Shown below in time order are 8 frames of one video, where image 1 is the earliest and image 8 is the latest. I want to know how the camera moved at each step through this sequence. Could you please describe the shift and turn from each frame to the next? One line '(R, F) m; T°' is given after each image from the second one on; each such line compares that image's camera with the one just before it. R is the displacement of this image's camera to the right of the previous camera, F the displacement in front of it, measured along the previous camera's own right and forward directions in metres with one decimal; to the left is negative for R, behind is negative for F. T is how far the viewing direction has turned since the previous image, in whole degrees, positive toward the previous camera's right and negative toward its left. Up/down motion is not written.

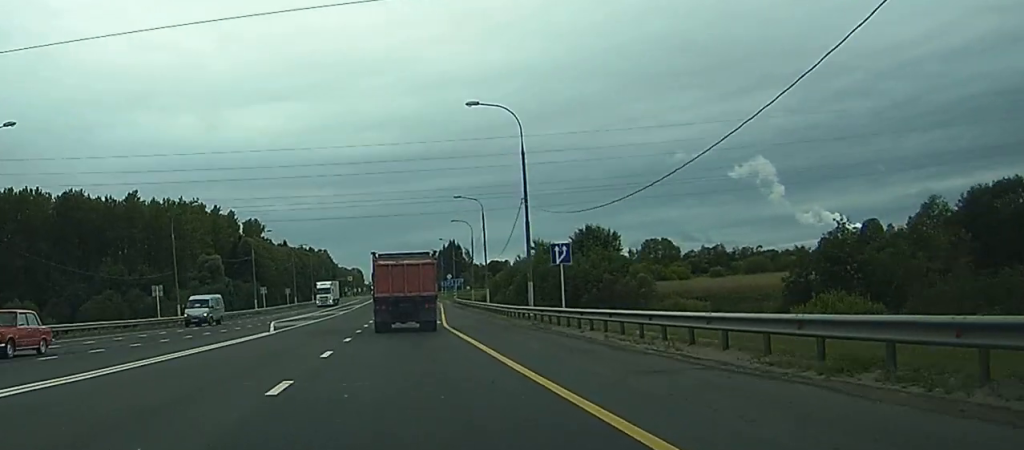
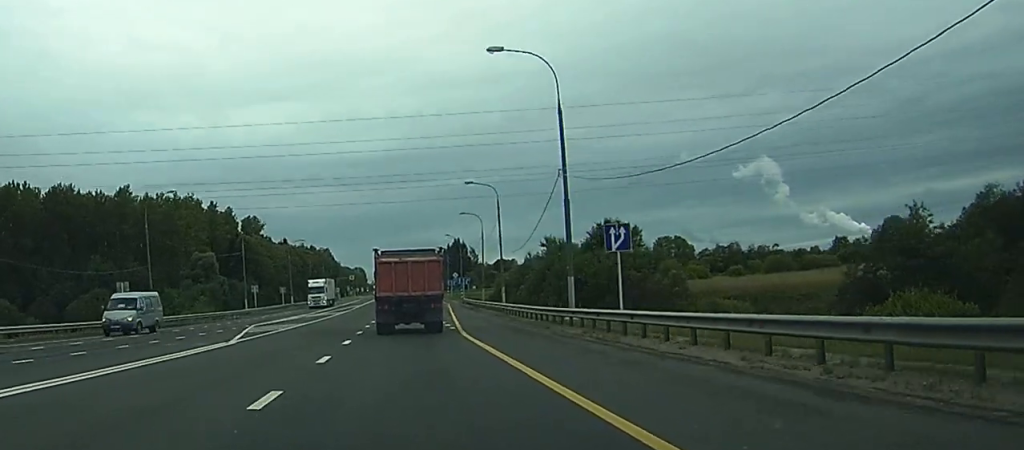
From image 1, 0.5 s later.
(0.0, +9.9) m; 0°
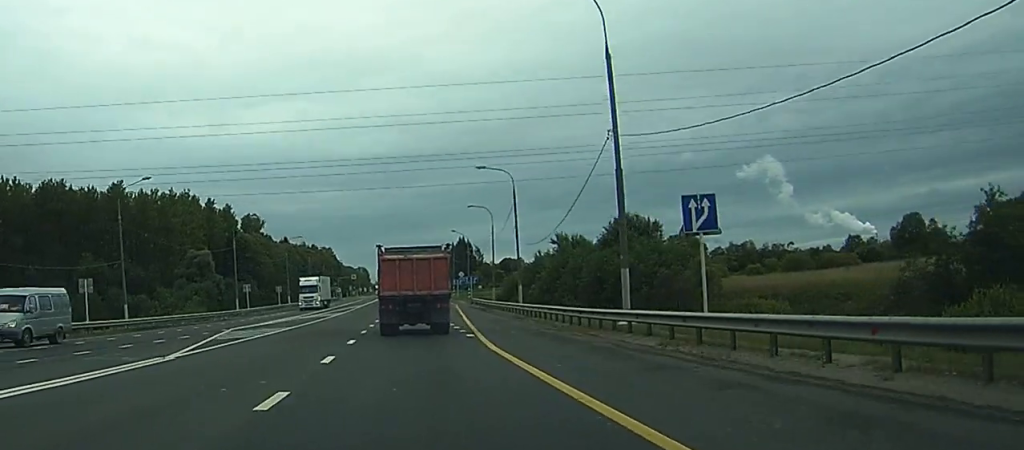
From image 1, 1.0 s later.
(0.0, +8.1) m; 0°
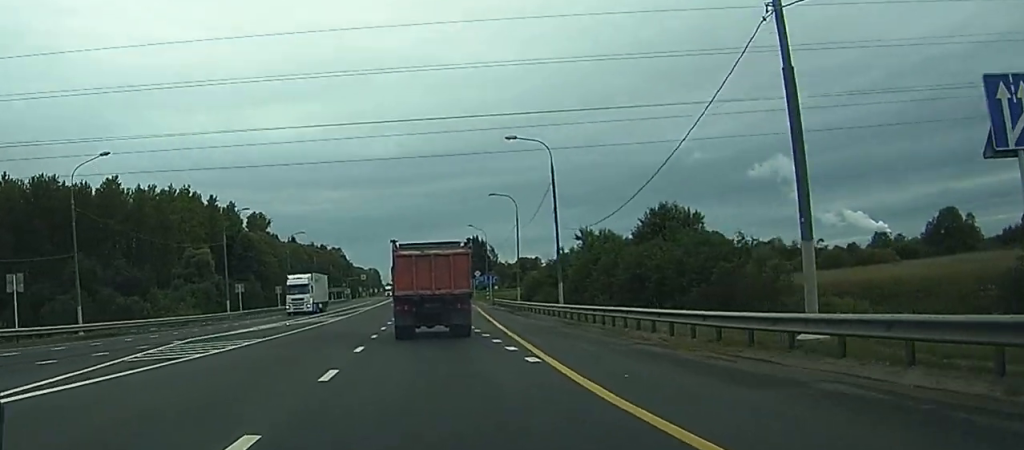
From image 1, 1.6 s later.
(0.0, +11.9) m; -1°
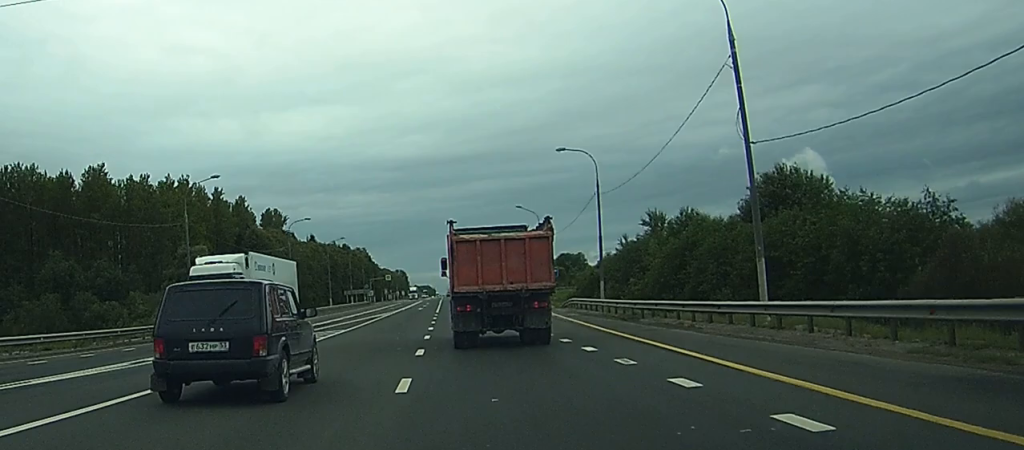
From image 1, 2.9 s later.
(-0.3, +25.5) m; -1°
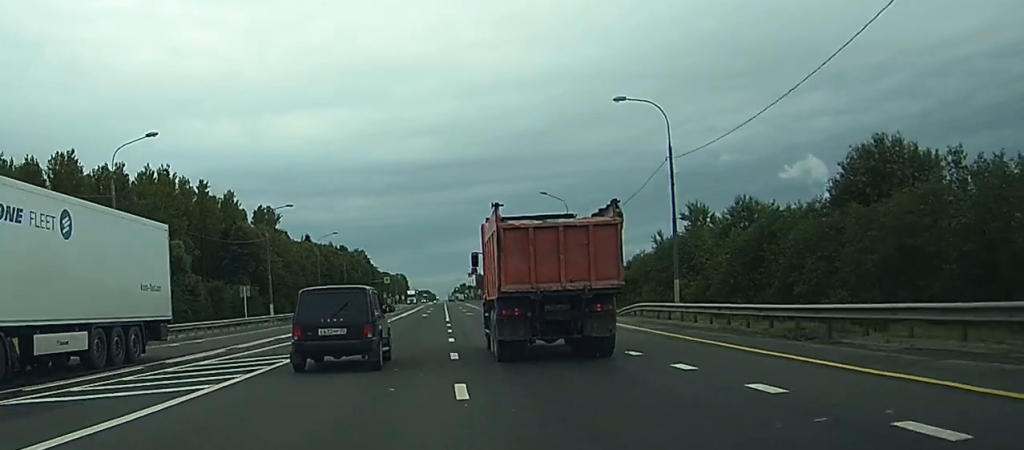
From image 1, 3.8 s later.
(0.0, +16.2) m; 0°
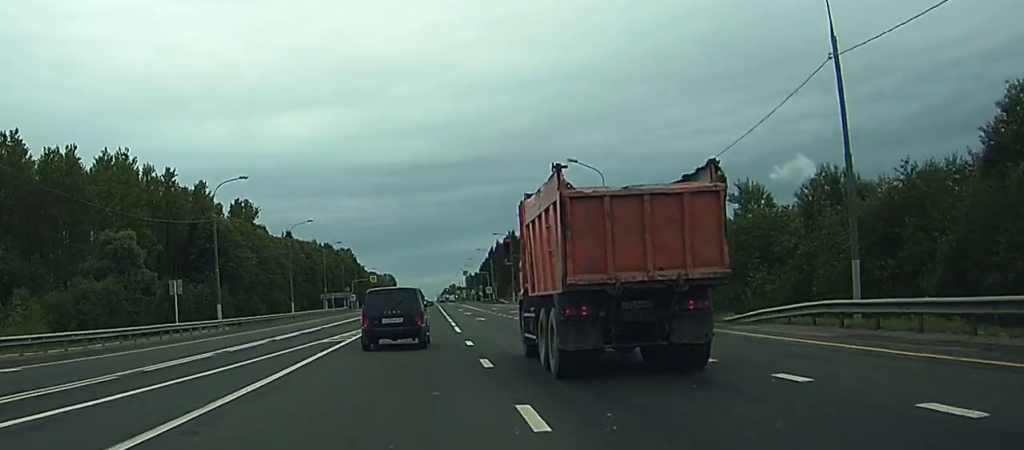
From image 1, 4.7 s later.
(-0.2, +18.7) m; 0°
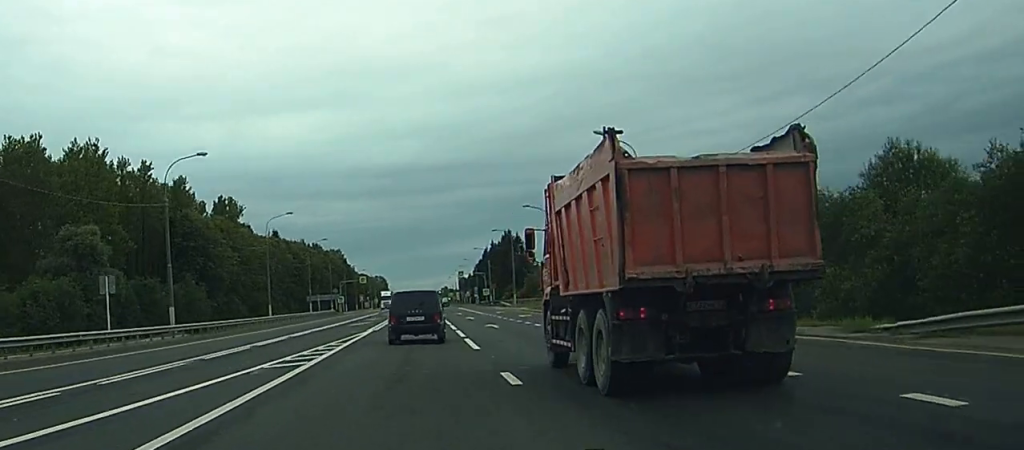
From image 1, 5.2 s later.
(0.0, +11.0) m; 0°
